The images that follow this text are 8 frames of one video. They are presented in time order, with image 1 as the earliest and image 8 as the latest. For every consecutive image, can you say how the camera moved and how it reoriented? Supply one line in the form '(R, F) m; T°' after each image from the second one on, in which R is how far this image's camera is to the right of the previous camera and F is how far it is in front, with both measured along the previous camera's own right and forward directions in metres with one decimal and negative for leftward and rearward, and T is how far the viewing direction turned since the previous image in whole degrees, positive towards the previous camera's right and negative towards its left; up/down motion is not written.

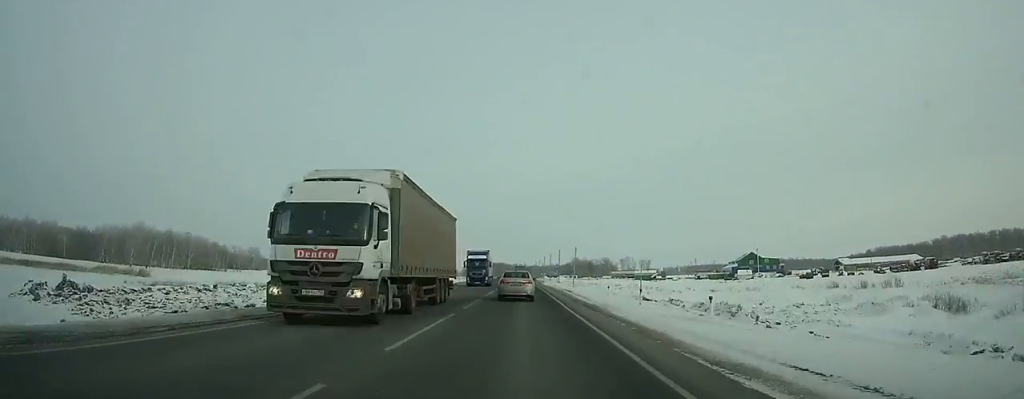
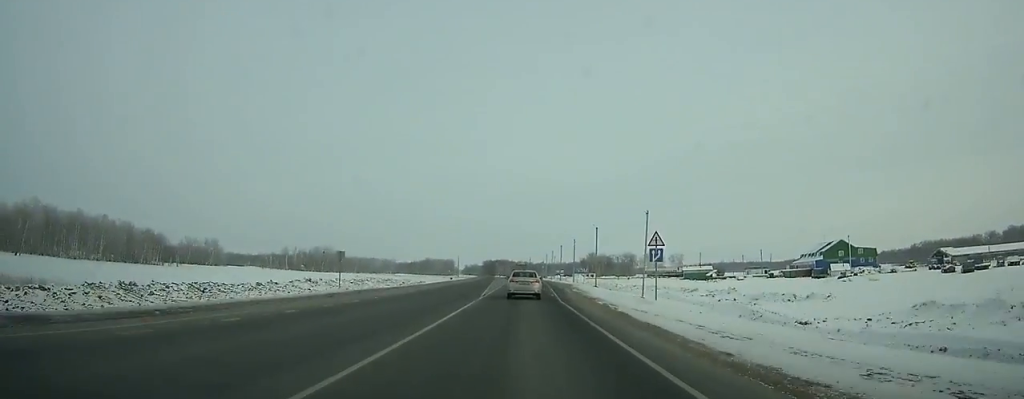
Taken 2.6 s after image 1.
(-0.3, +73.5) m; -1°
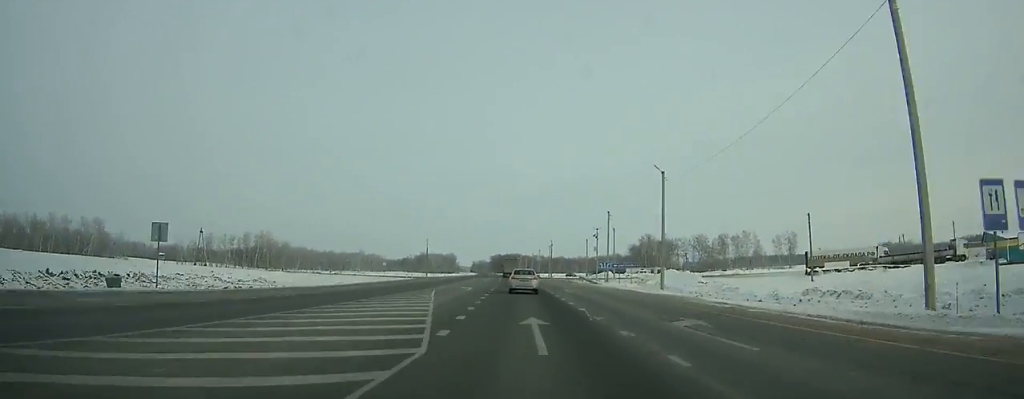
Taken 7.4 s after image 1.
(-1.4, +135.0) m; -2°
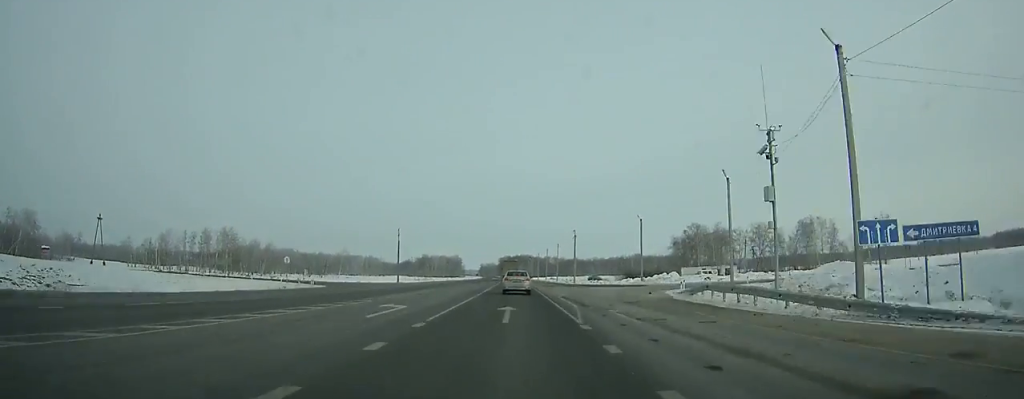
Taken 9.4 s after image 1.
(-0.8, +54.9) m; -1°
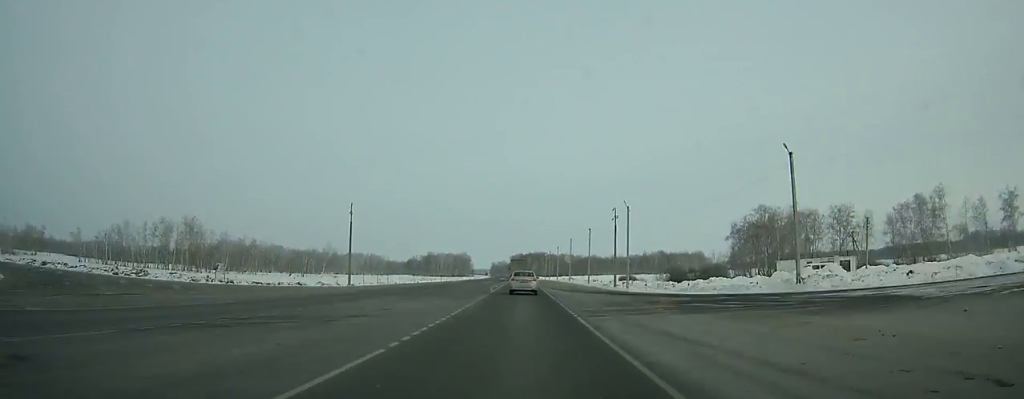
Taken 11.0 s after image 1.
(-0.2, +43.4) m; -1°
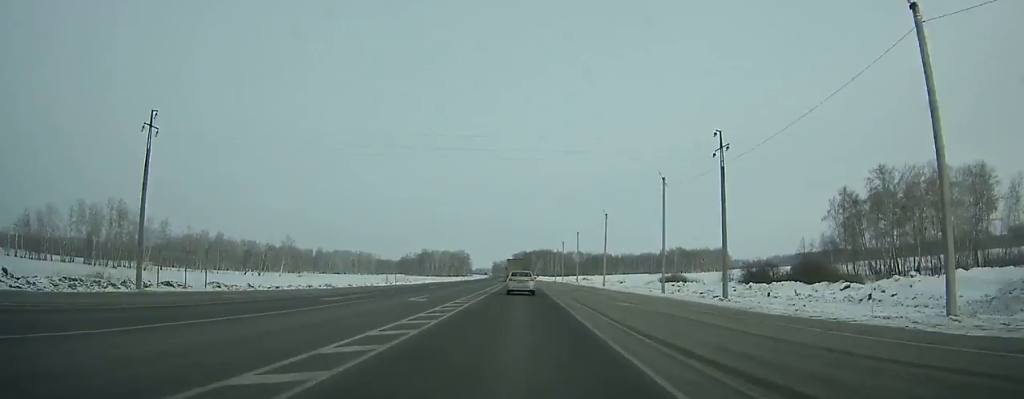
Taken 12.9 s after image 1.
(-0.5, +50.5) m; -1°
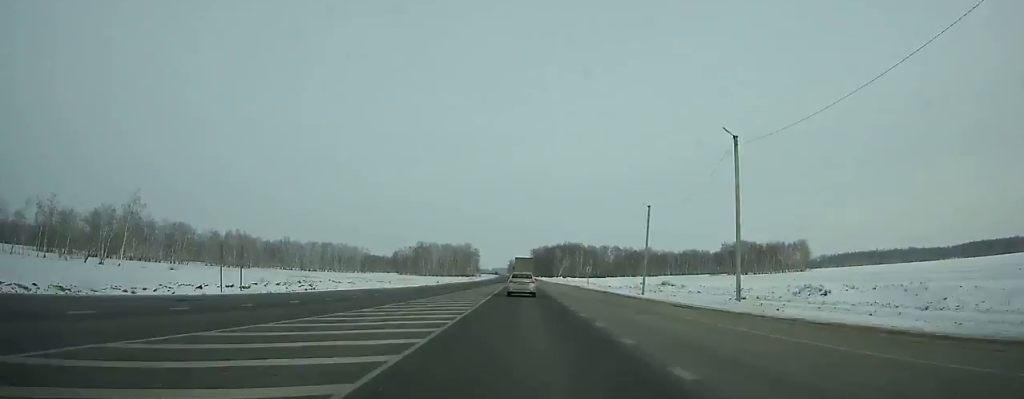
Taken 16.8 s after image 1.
(-1.0, +101.3) m; -1°
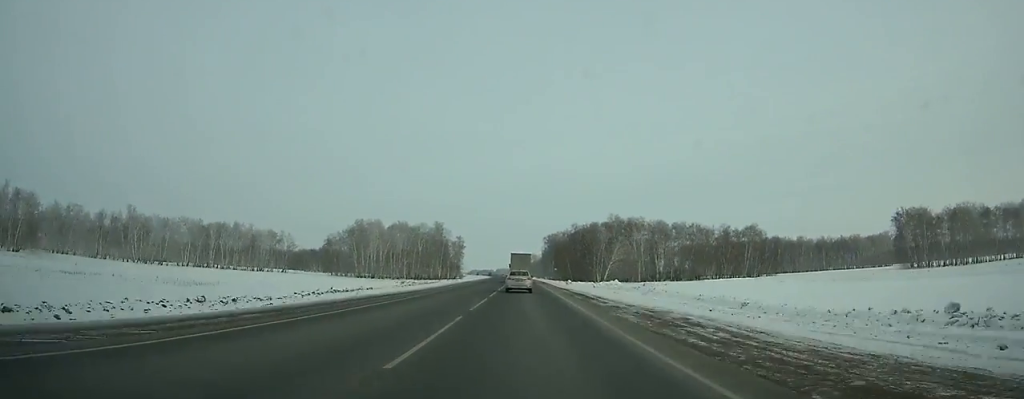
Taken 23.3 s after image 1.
(-1.9, +162.6) m; -1°
